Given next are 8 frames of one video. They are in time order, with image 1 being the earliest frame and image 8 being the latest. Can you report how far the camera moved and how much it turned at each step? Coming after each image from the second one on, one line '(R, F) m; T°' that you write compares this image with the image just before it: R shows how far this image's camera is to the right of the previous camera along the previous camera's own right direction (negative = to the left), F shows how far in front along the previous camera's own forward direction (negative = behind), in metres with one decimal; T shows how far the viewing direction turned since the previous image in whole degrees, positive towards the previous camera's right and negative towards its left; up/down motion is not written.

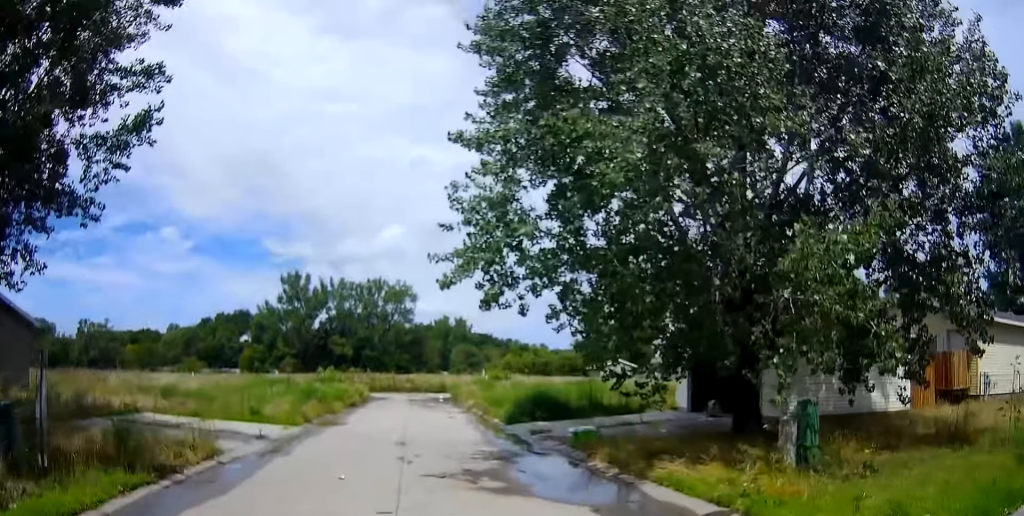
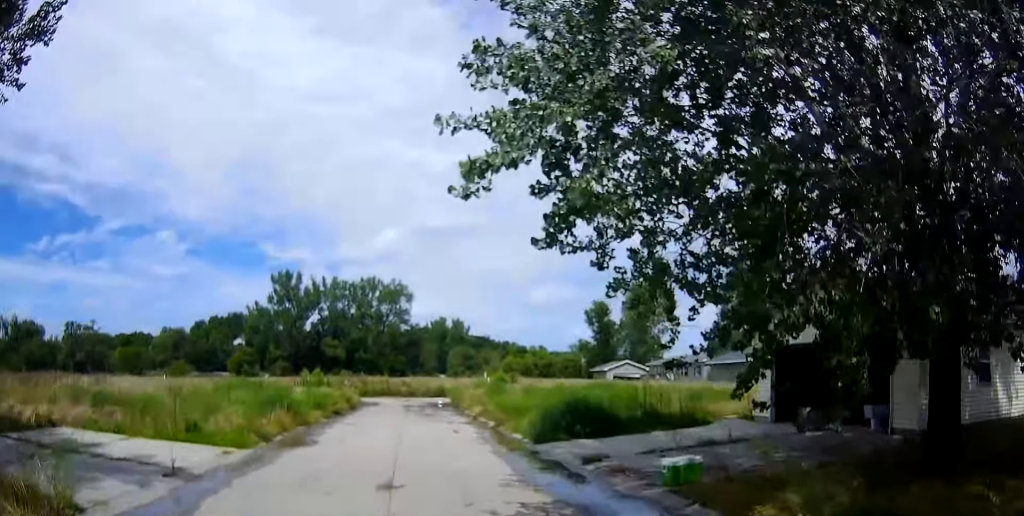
(0.0, +5.8) m; 0°
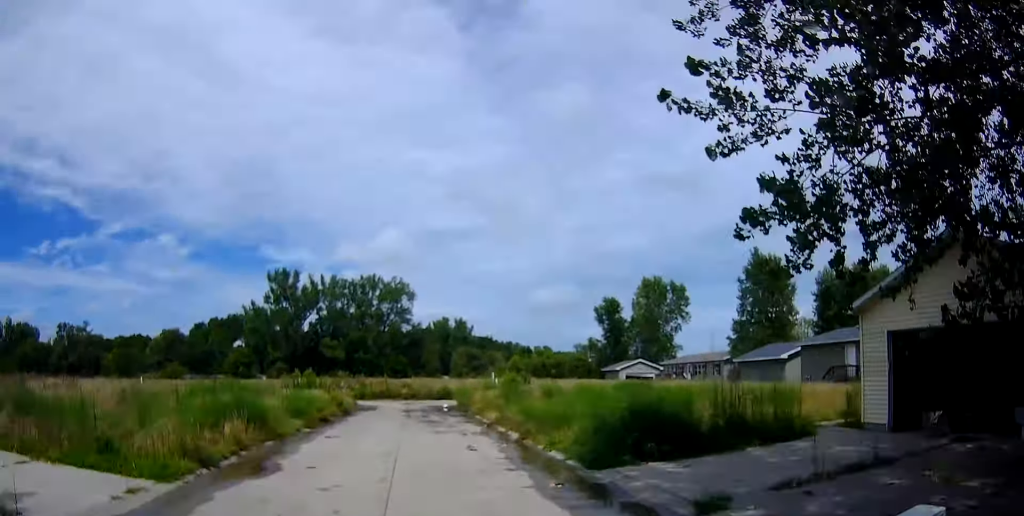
(0.0, +4.8) m; 0°
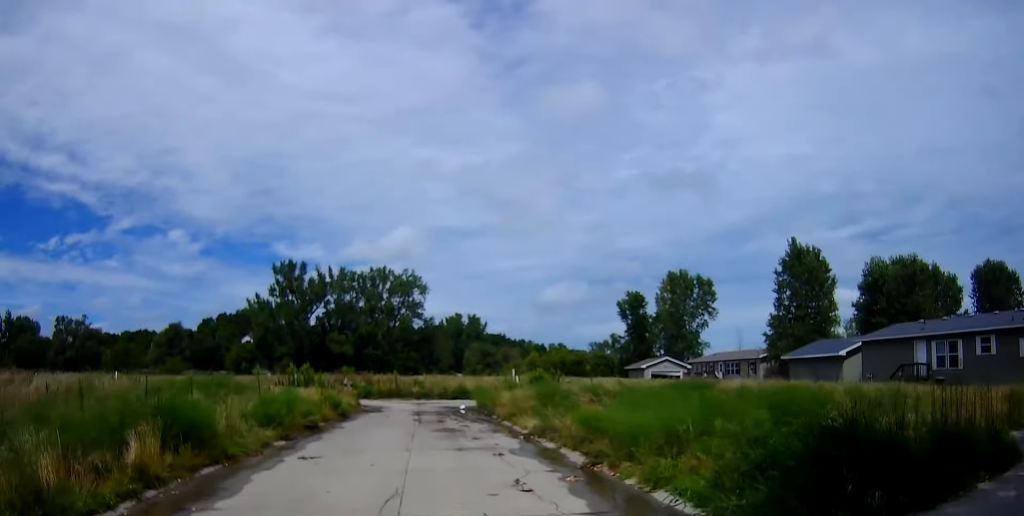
(0.0, +5.7) m; 0°
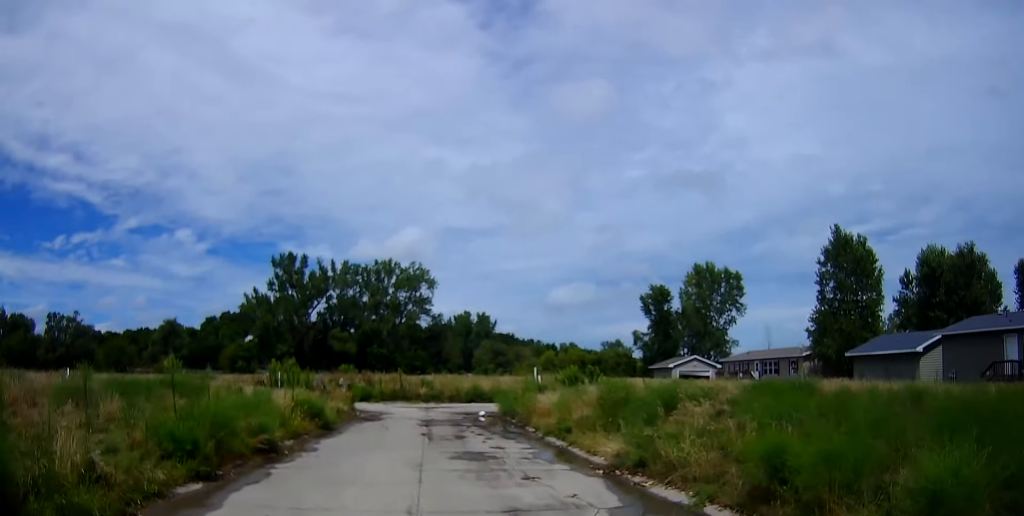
(0.0, +6.9) m; -2°
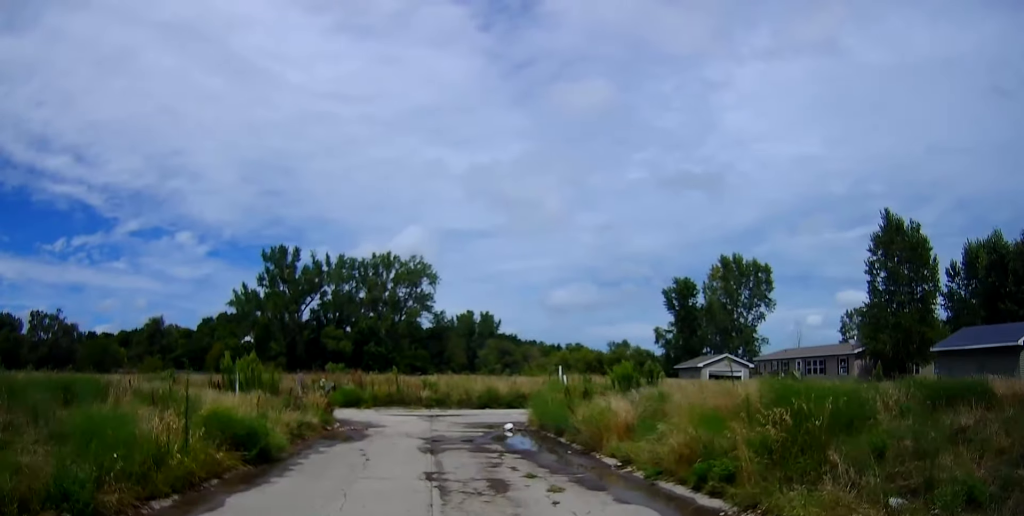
(-0.6, +8.0) m; -5°
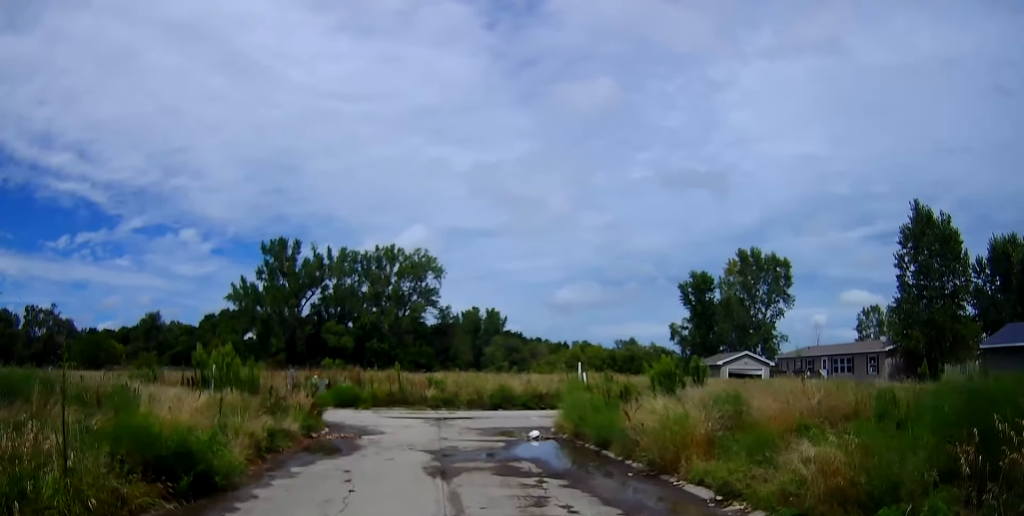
(-0.2, +3.7) m; +1°
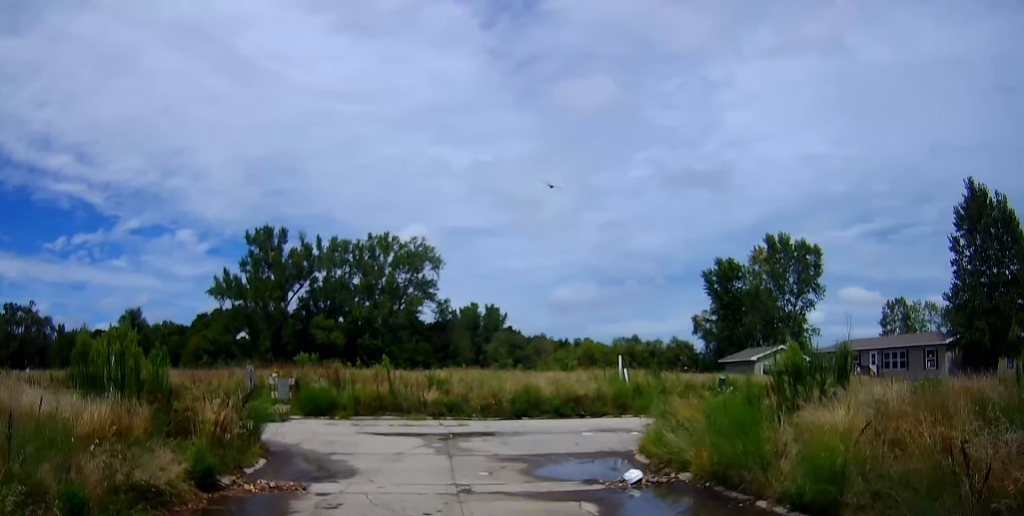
(+0.9, +8.1) m; +6°
